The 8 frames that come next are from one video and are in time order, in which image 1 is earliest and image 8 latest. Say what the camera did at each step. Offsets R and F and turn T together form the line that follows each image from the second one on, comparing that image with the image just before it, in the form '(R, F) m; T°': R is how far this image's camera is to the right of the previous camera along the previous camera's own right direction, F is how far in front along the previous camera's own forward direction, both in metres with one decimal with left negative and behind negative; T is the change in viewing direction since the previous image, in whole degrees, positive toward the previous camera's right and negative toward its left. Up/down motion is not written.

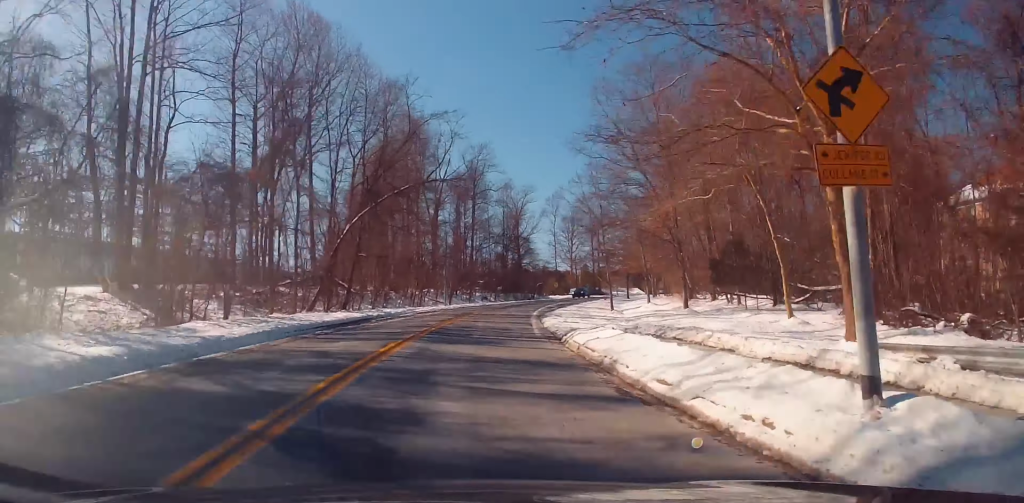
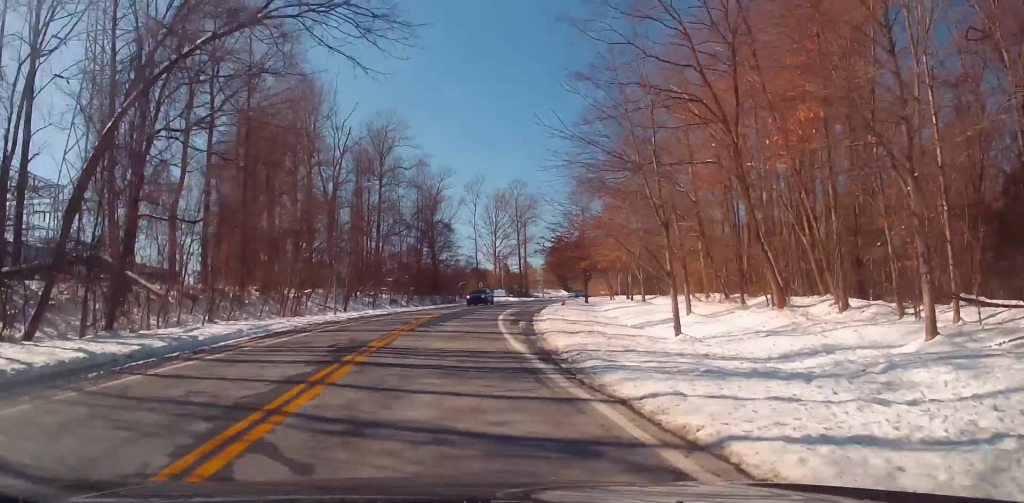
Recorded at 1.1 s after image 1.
(+1.9, +23.9) m; +8°
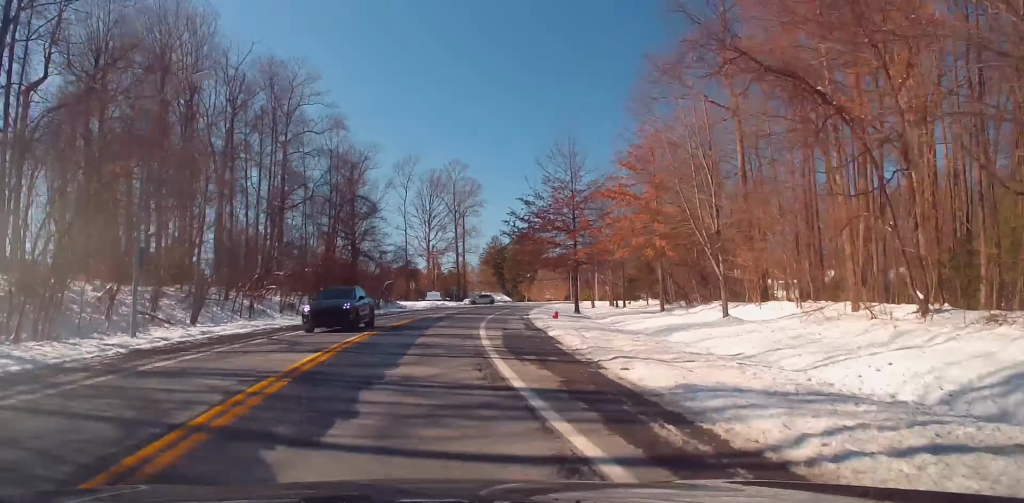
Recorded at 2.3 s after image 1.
(+0.8, +24.5) m; +8°
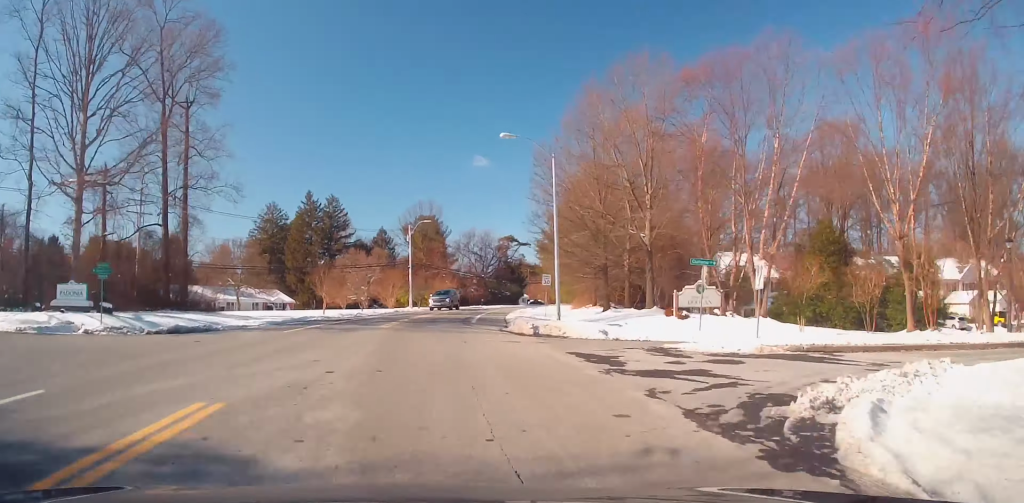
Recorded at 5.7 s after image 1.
(+14.6, +81.1) m; +18°
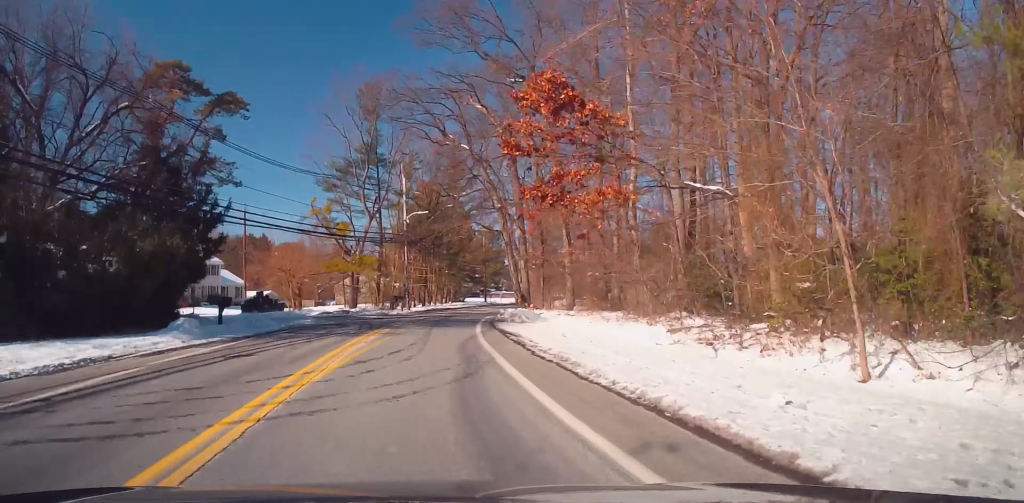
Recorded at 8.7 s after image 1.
(+8.2, +66.3) m; +17°
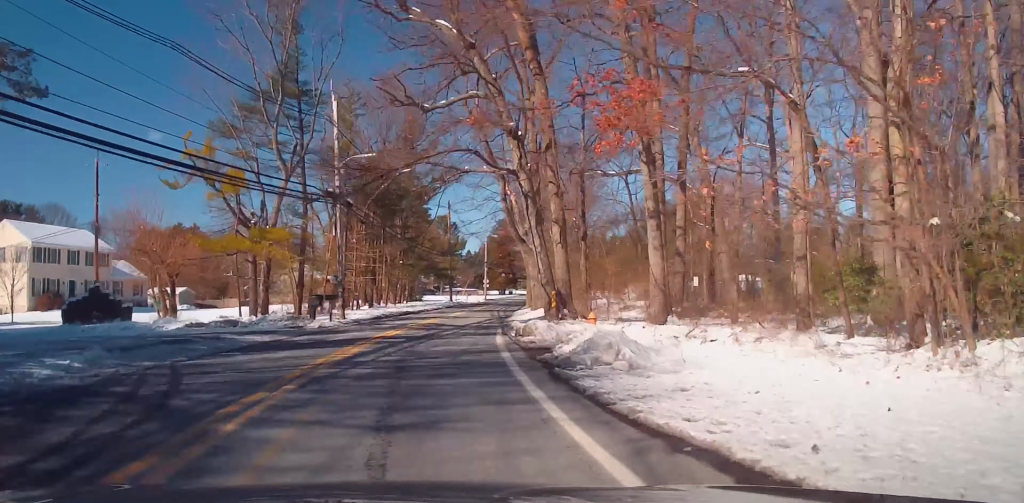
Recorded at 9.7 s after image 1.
(+1.9, +21.8) m; +8°
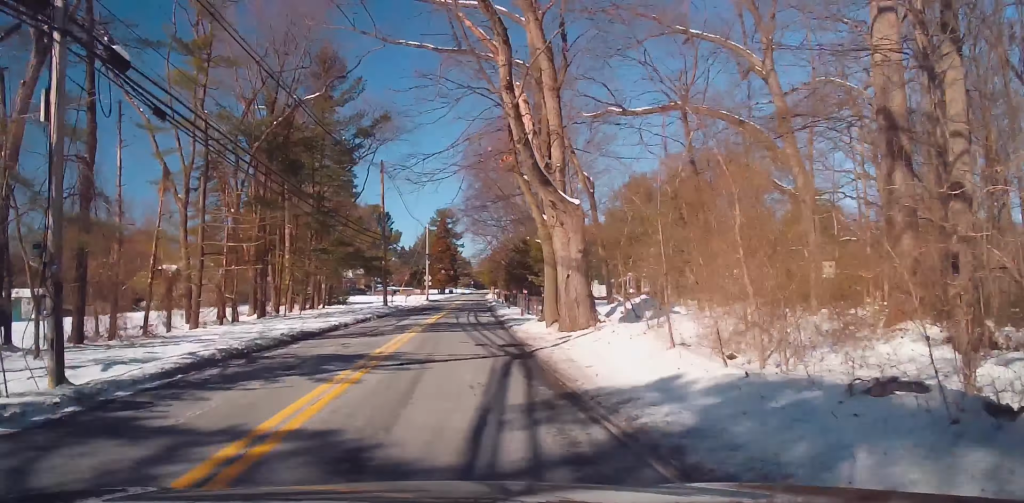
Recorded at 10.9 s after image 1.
(+1.5, +22.4) m; +7°
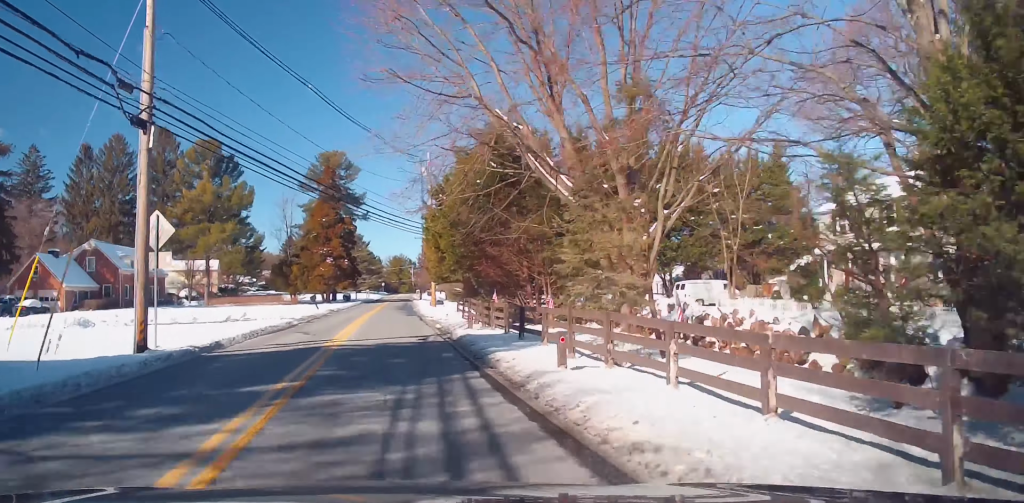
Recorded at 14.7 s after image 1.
(+7.2, +72.1) m; +6°
